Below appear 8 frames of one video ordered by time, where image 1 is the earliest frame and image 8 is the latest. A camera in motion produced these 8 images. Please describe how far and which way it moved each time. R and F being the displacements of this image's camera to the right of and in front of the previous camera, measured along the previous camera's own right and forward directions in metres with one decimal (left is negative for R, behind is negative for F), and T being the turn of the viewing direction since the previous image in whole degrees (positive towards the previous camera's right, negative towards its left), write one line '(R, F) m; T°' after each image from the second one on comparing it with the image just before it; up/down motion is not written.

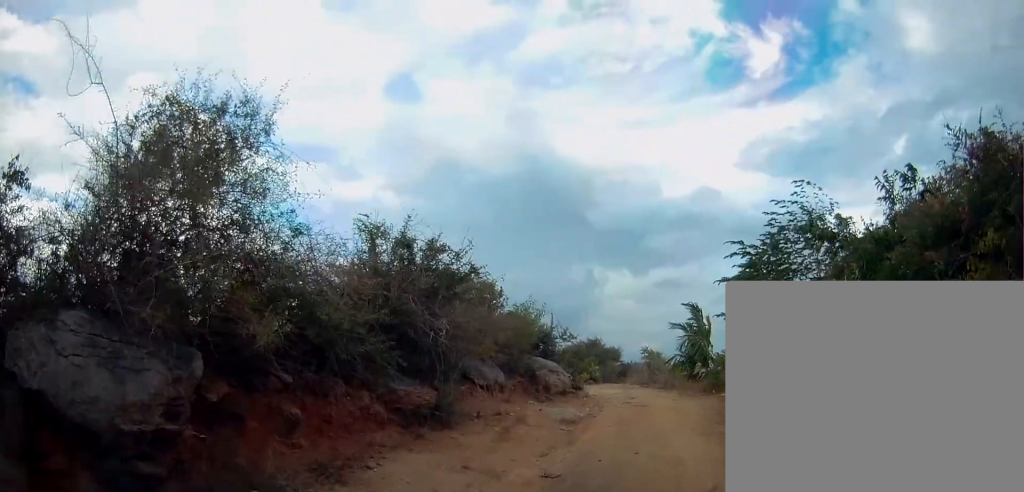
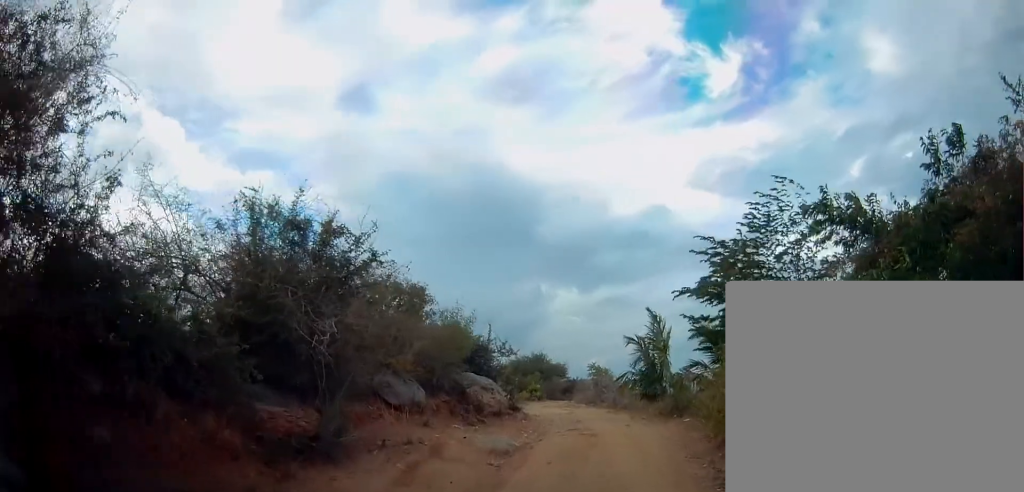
(0.0, +1.9) m; +2°
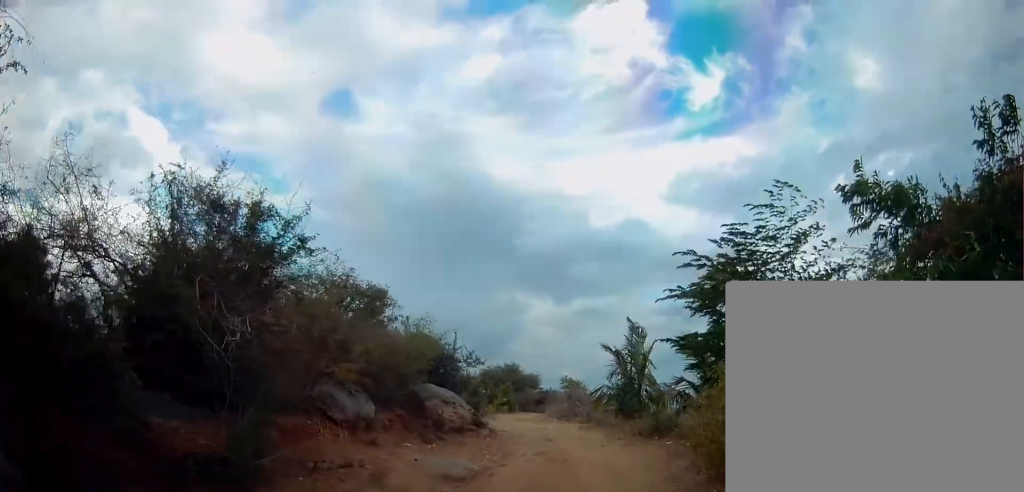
(-0.1, +1.2) m; +8°
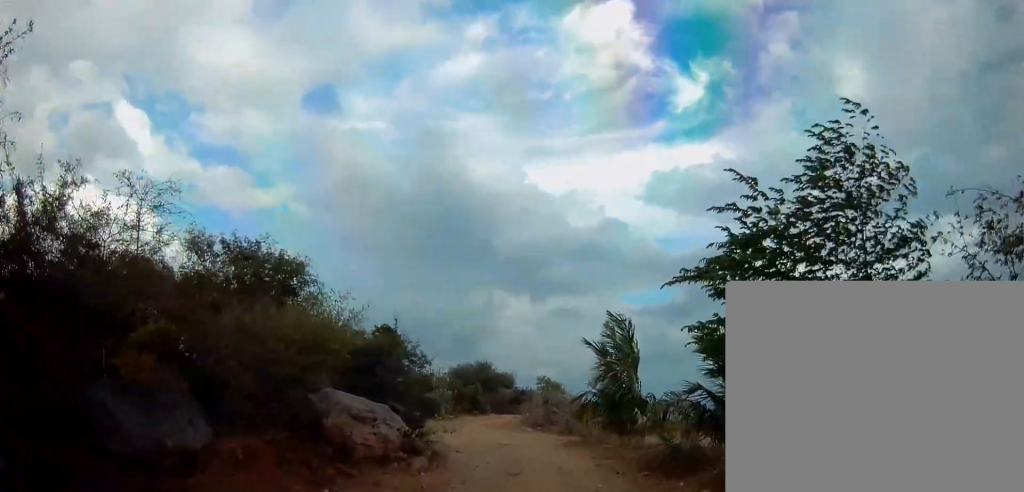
(+0.3, +3.7) m; -1°
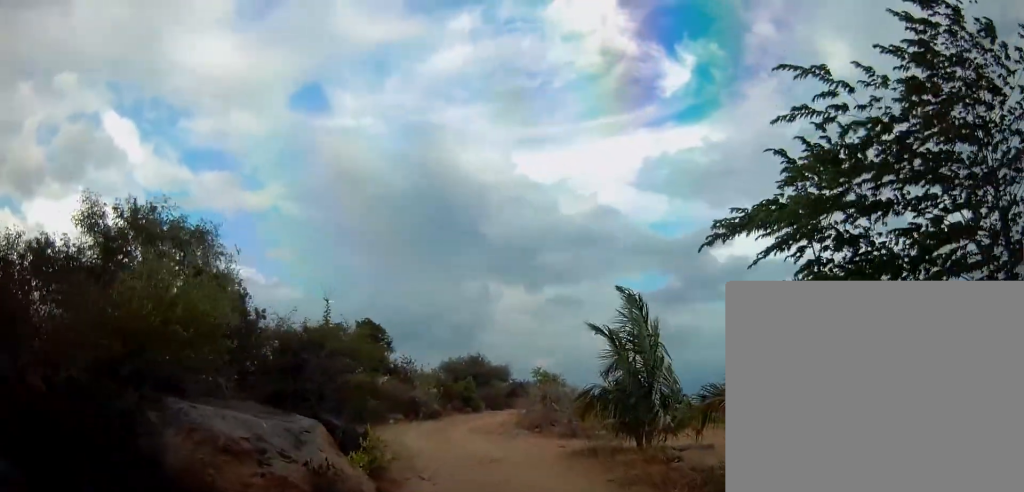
(-0.1, +3.1) m; -2°
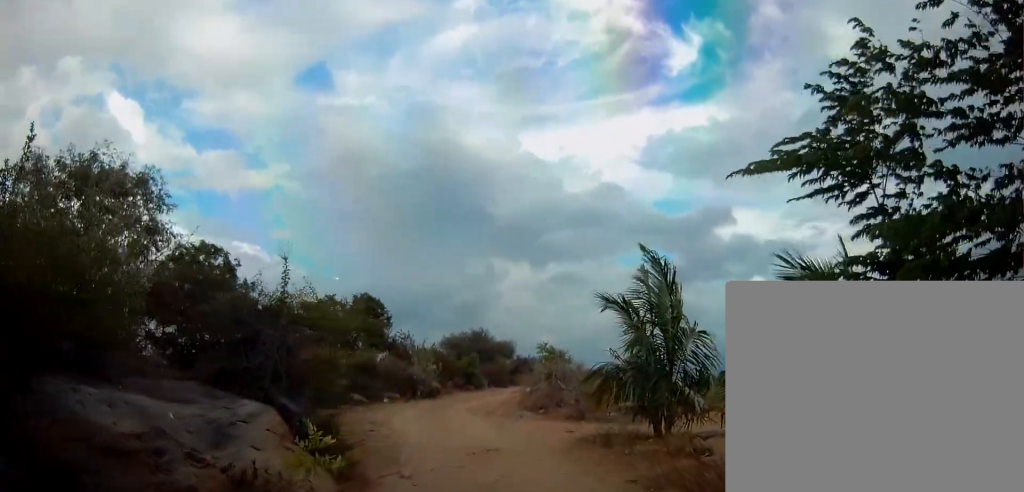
(-0.1, +1.6) m; +6°
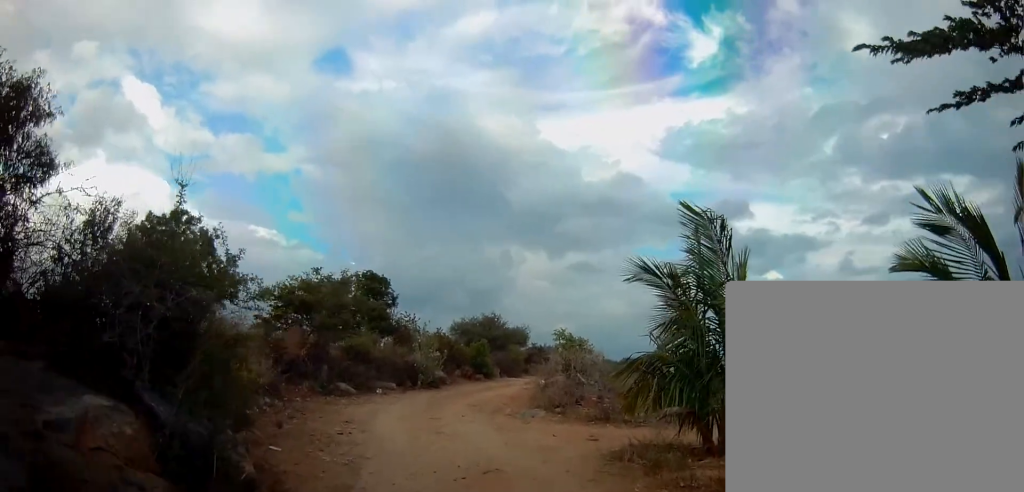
(+0.4, +2.6) m; +1°
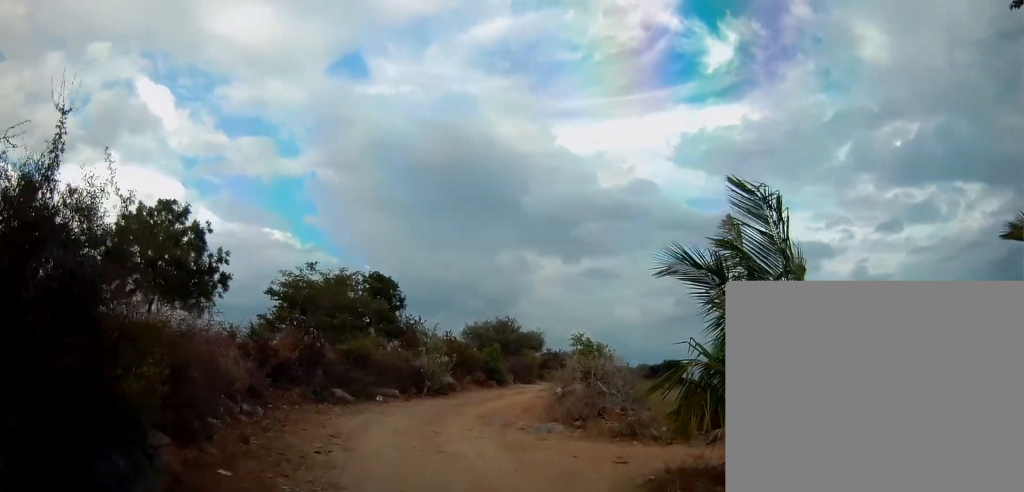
(-0.3, +1.6) m; -10°
